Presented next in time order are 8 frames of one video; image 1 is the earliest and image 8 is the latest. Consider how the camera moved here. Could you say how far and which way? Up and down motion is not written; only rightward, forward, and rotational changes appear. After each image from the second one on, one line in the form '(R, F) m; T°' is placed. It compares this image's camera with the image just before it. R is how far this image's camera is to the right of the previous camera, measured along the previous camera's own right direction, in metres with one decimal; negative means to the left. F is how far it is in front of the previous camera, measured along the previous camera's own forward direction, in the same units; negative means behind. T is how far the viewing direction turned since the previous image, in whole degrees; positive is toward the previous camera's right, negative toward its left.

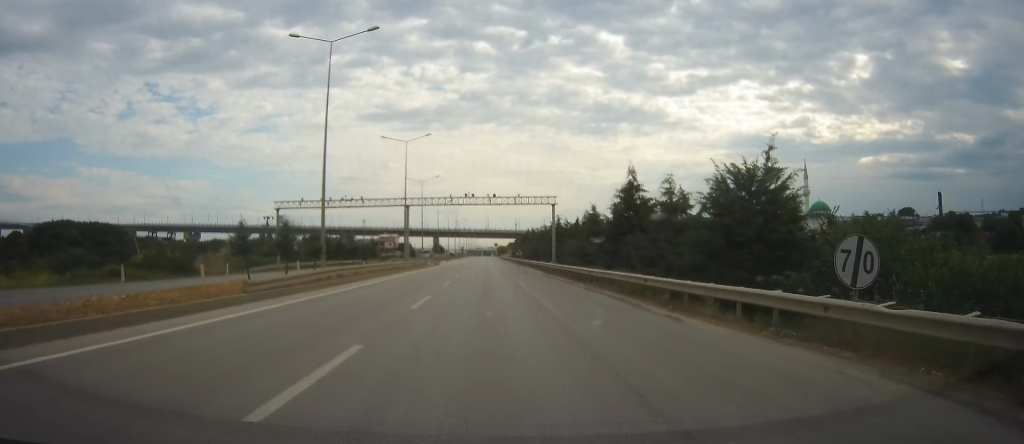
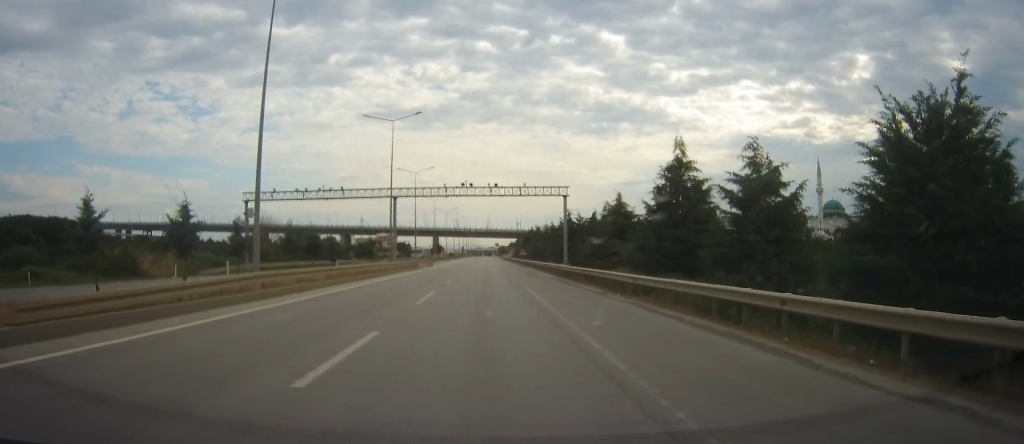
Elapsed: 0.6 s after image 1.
(+0.1, +10.5) m; +1°
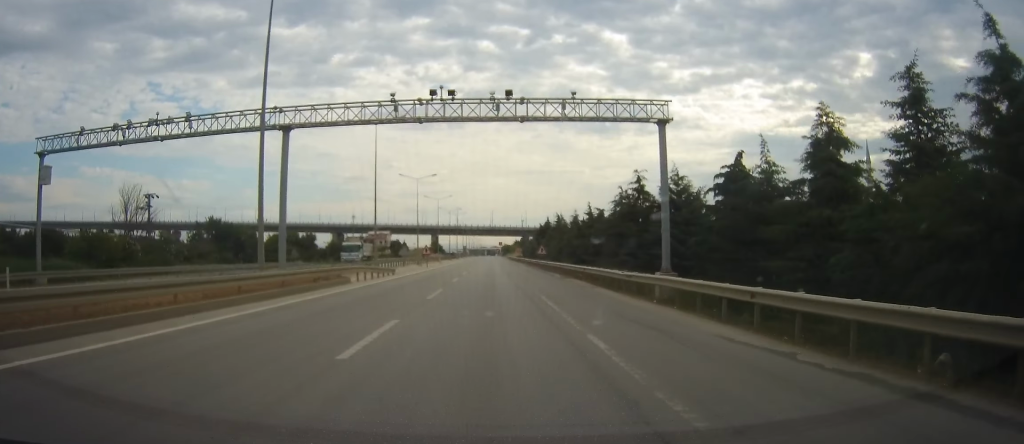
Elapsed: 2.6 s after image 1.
(+0.5, +33.8) m; +1°
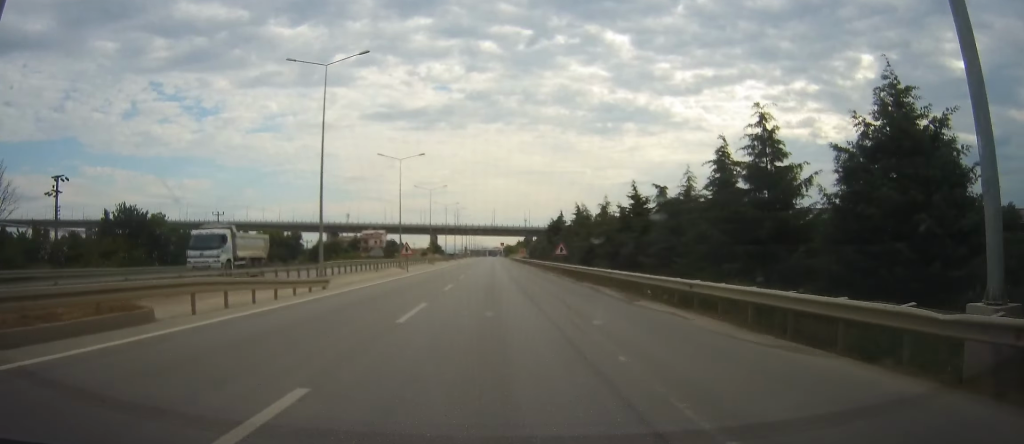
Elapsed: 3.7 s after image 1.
(-0.2, +19.0) m; 0°
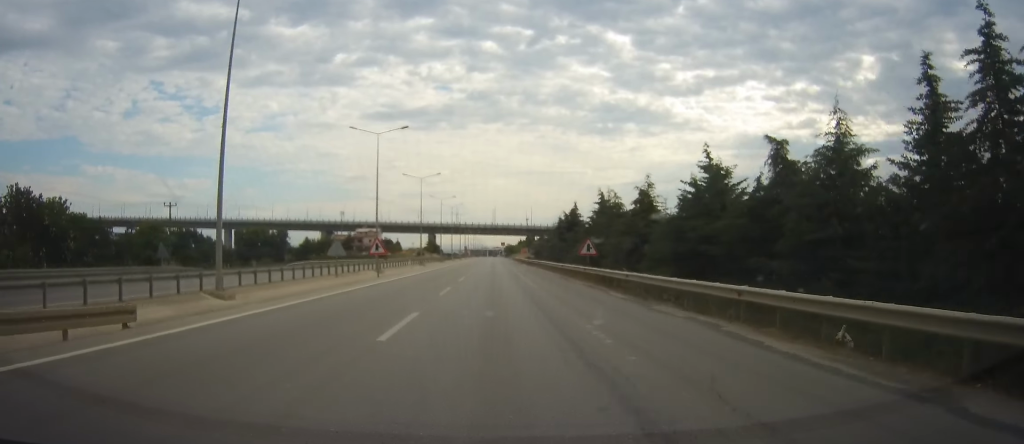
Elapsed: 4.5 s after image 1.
(+0.2, +15.4) m; 0°
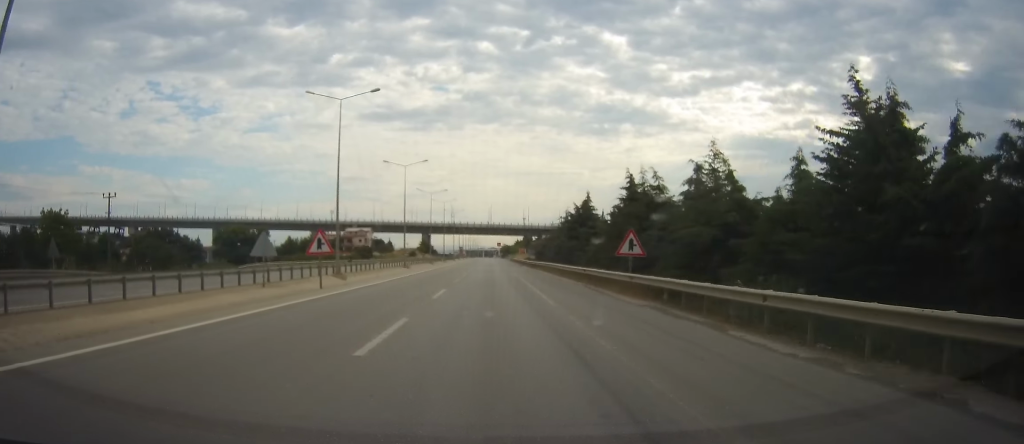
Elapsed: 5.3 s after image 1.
(-0.2, +13.6) m; -1°
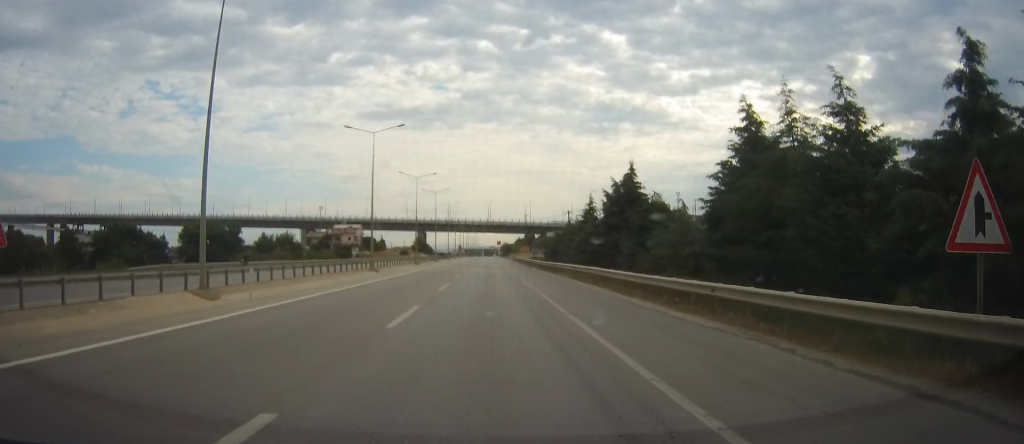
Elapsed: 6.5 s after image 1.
(+0.2, +21.3) m; +2°
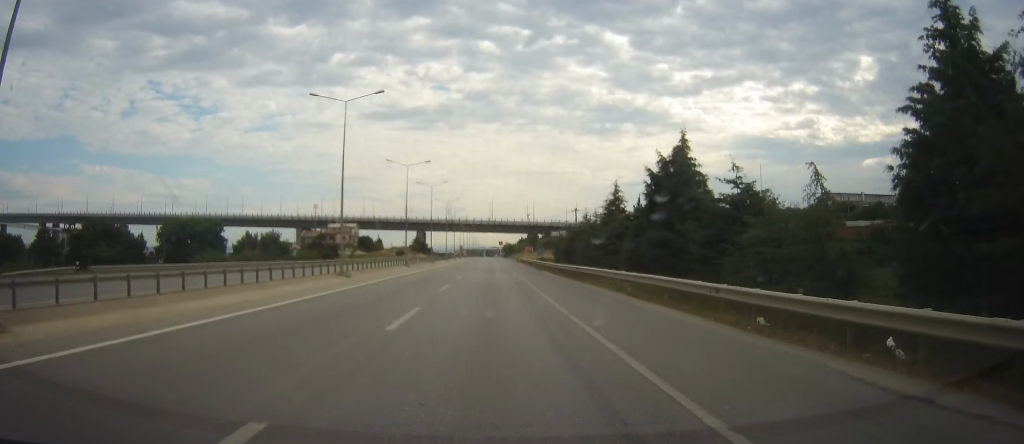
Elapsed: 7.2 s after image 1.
(+0.4, +12.0) m; 0°
